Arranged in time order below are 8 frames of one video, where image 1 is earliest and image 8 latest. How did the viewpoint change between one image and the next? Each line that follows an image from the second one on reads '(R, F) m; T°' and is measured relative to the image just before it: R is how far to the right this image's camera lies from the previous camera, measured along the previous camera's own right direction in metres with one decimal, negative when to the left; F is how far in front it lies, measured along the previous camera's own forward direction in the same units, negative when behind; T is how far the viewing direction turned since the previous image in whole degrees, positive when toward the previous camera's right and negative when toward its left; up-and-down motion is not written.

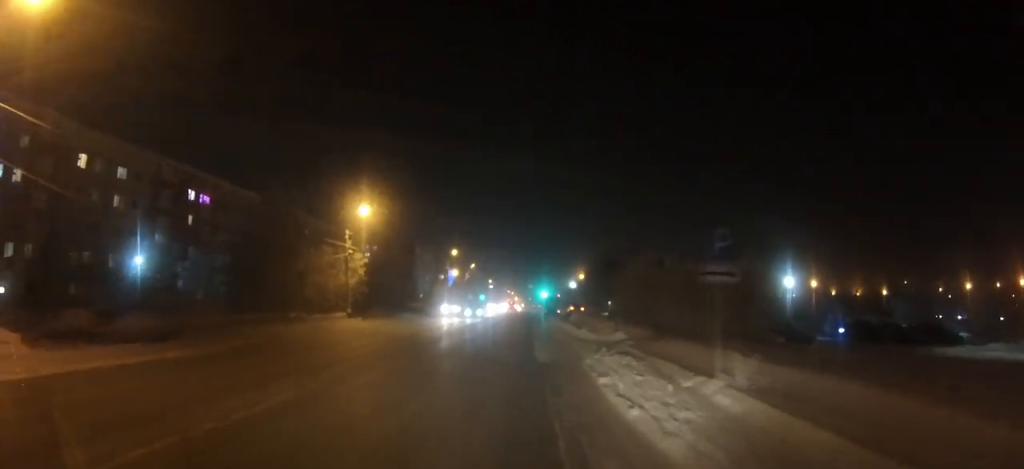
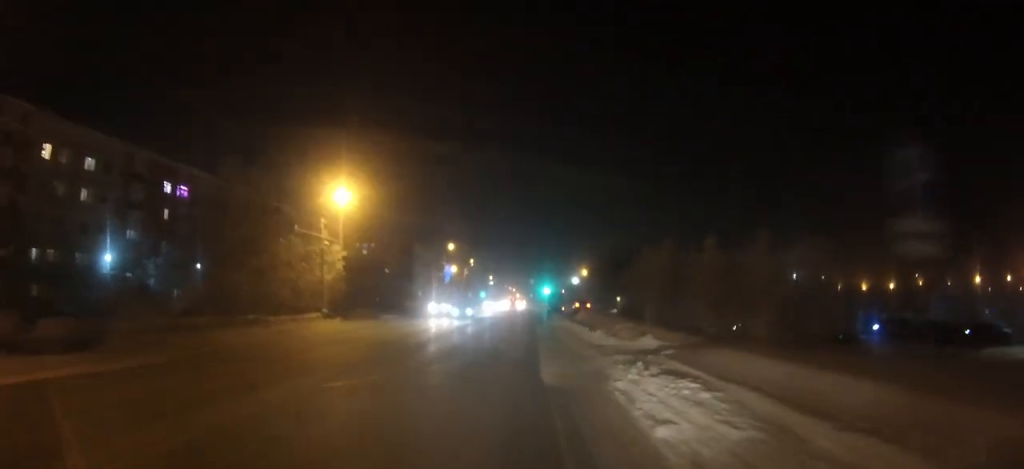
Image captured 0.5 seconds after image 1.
(0.0, +6.2) m; 0°
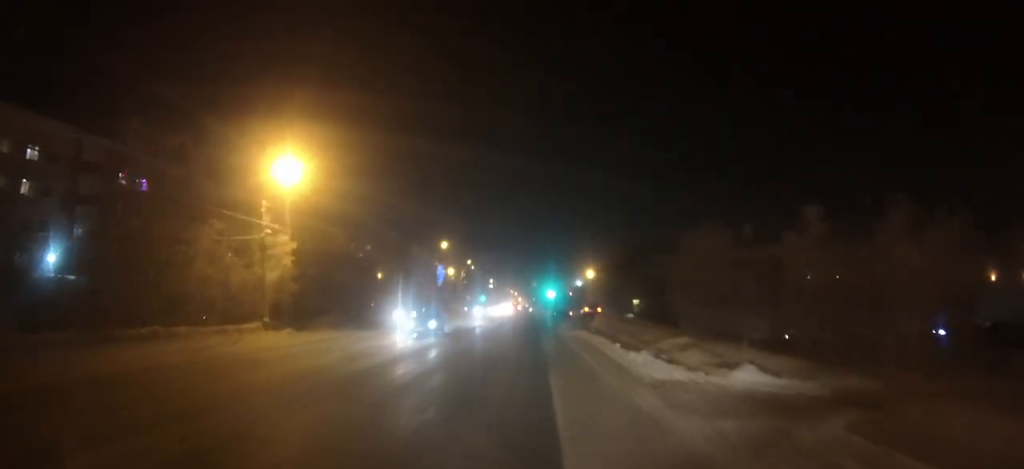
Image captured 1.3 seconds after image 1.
(0.0, +9.9) m; 0°
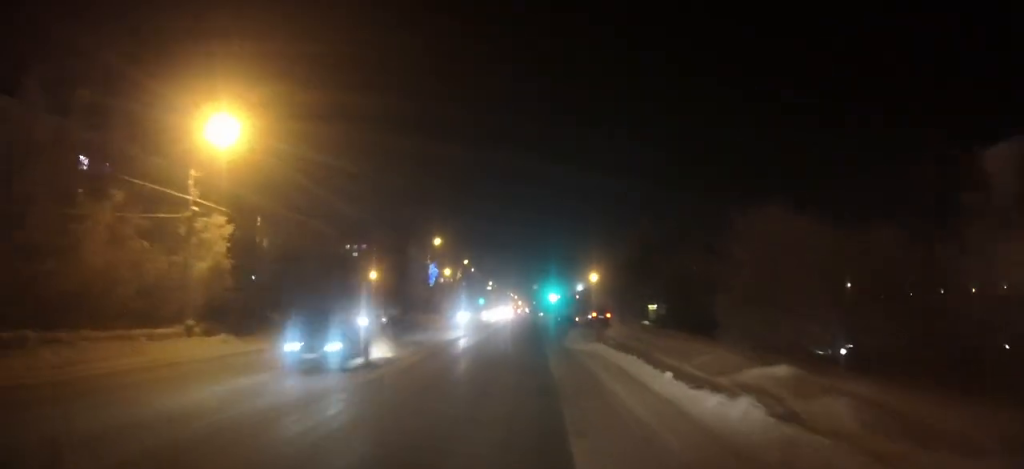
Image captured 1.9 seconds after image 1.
(0.0, +7.9) m; 0°
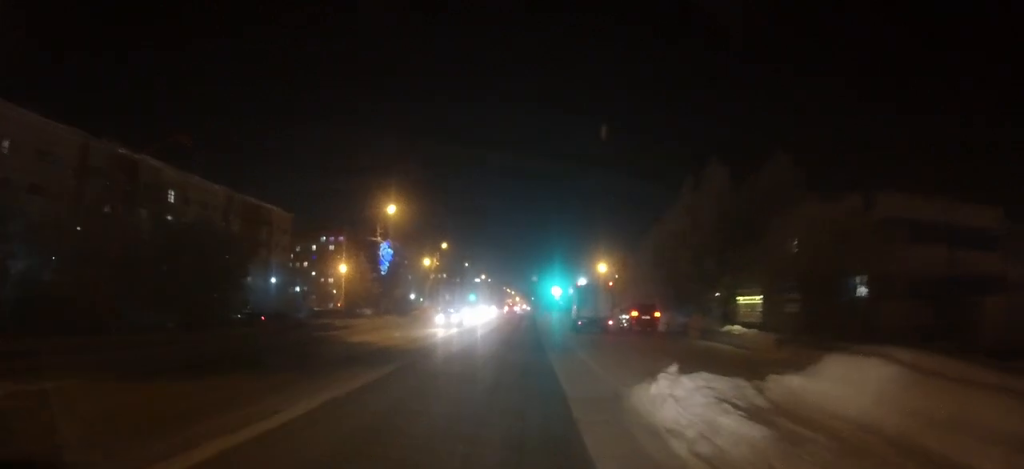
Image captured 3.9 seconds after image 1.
(+0.1, +25.0) m; 0°
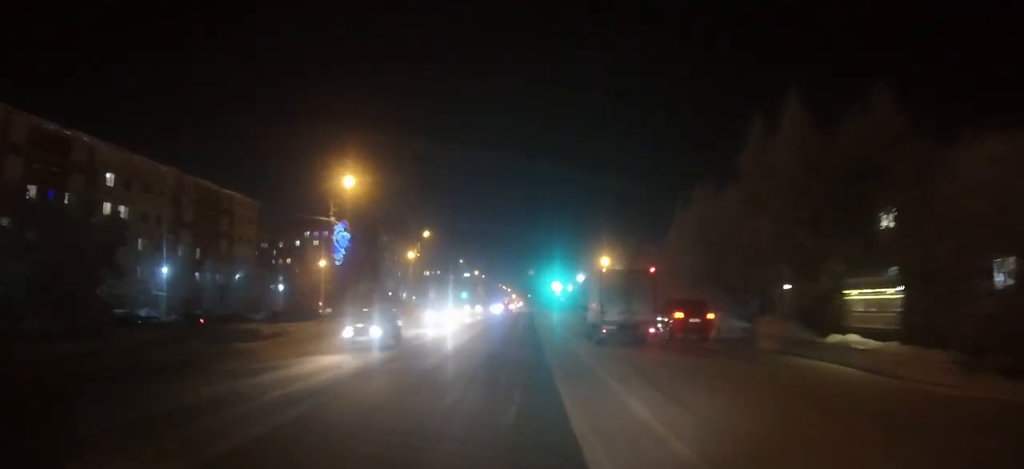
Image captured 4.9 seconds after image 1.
(0.0, +12.1) m; 0°
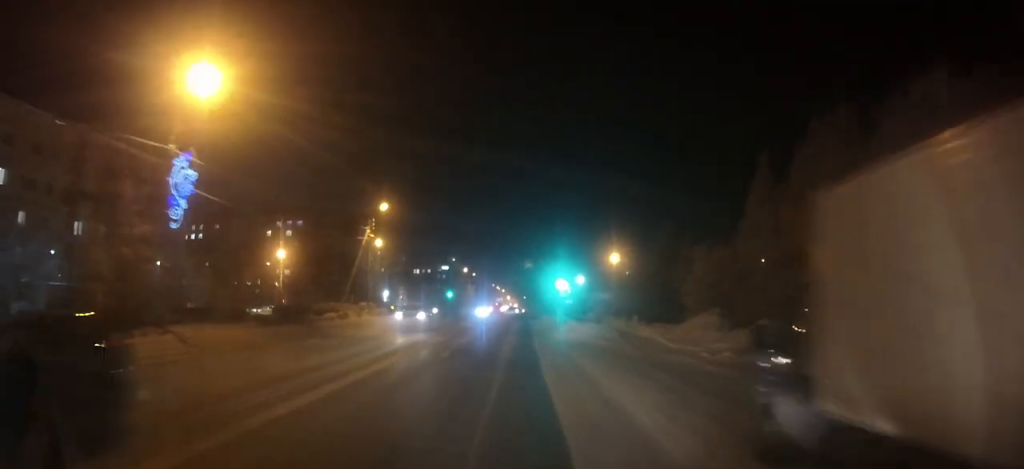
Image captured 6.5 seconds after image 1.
(0.0, +20.4) m; +1°
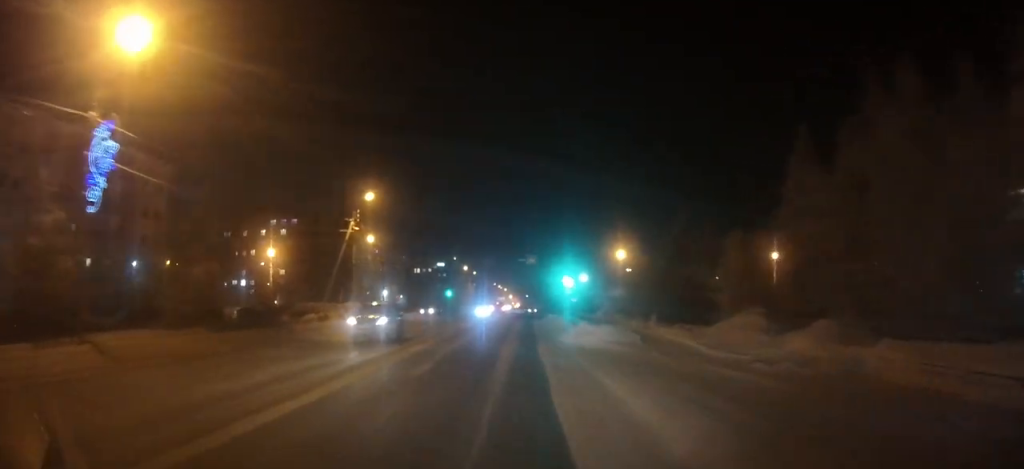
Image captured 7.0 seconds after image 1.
(+0.1, +5.4) m; 0°
